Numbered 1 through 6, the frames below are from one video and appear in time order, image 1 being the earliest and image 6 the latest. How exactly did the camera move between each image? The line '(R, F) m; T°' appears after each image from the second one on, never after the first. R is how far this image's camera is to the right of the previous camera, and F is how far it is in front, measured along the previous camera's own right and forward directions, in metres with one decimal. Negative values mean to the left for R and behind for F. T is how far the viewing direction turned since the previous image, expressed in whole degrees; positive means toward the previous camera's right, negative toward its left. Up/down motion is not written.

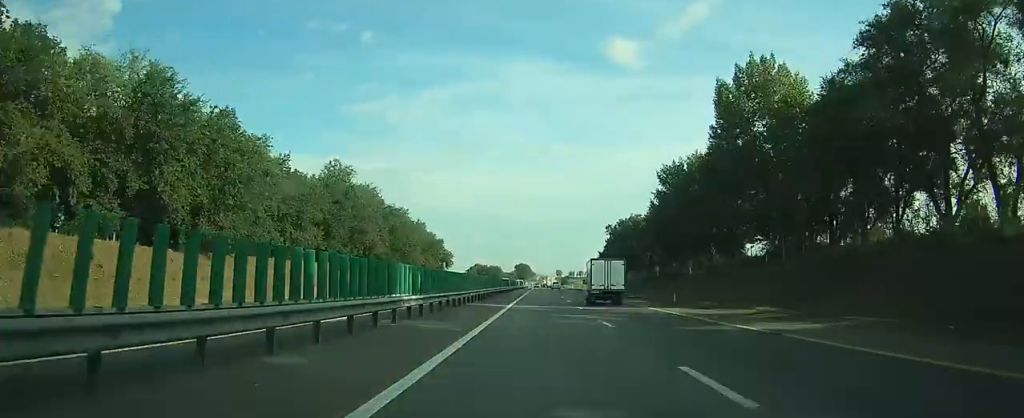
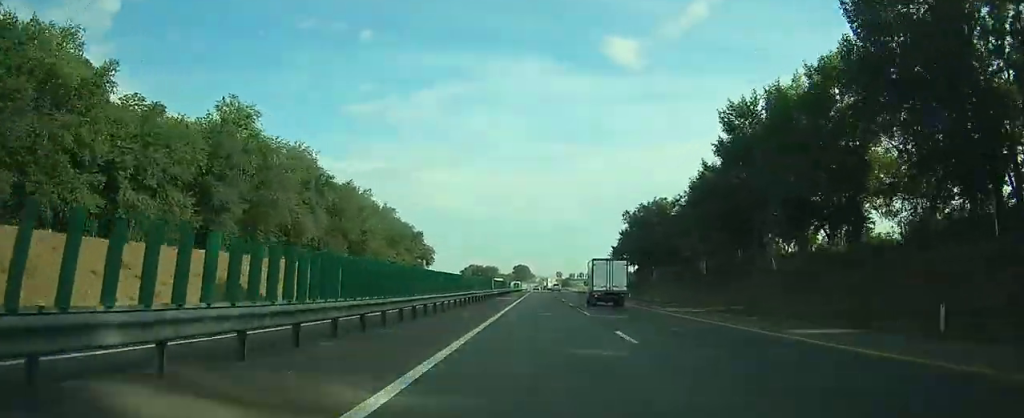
(-0.1, +29.3) m; 0°
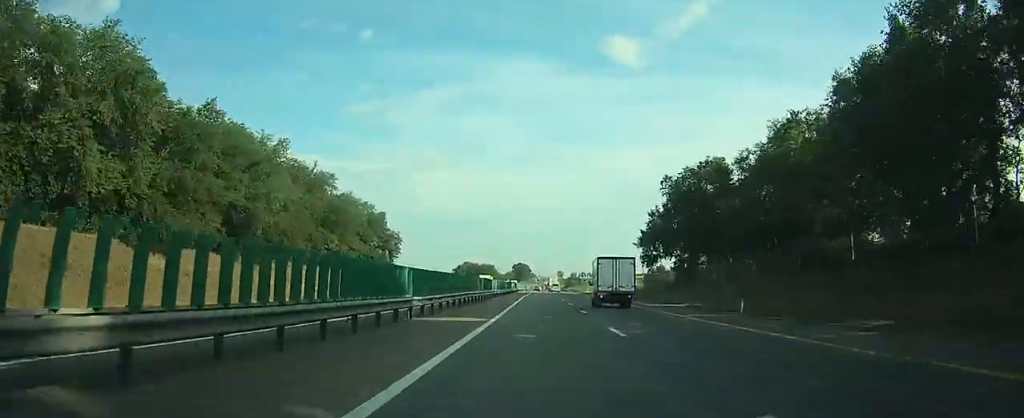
(-0.1, +35.3) m; 0°
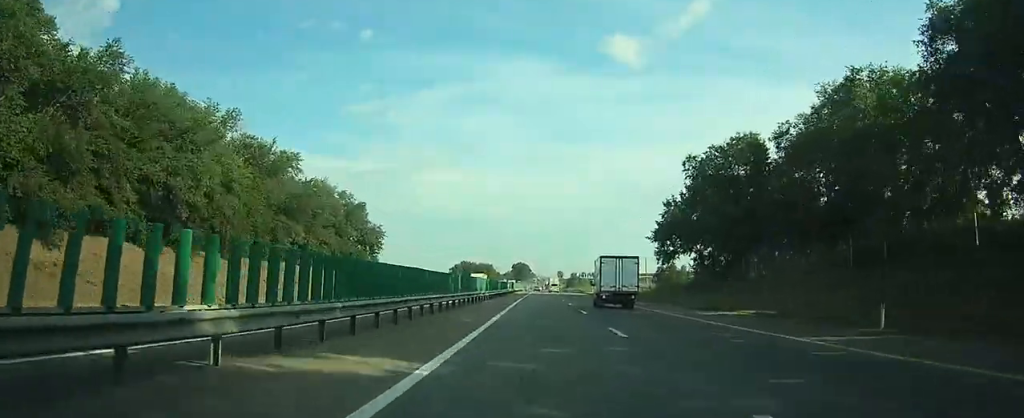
(0.0, +12.4) m; 0°
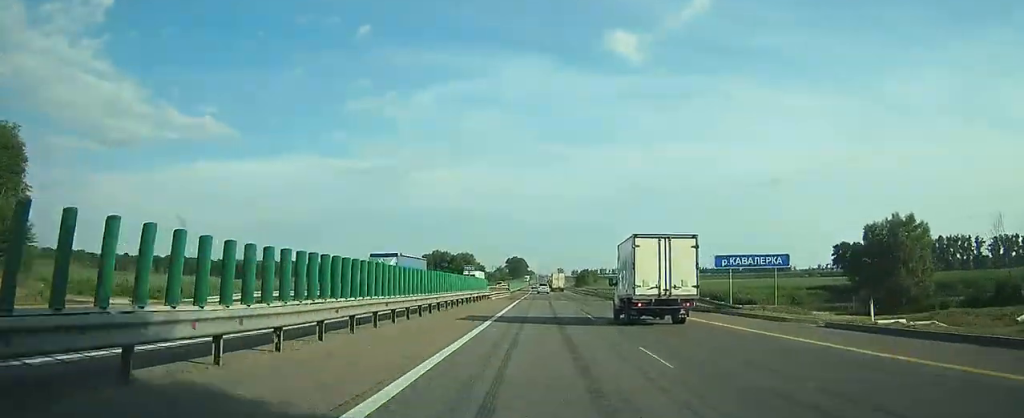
(-0.2, +87.1) m; 0°
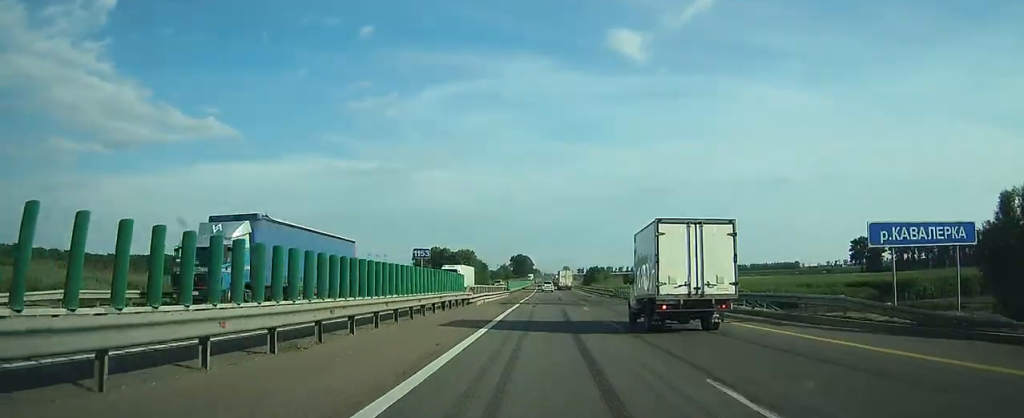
(0.0, +13.3) m; 0°
